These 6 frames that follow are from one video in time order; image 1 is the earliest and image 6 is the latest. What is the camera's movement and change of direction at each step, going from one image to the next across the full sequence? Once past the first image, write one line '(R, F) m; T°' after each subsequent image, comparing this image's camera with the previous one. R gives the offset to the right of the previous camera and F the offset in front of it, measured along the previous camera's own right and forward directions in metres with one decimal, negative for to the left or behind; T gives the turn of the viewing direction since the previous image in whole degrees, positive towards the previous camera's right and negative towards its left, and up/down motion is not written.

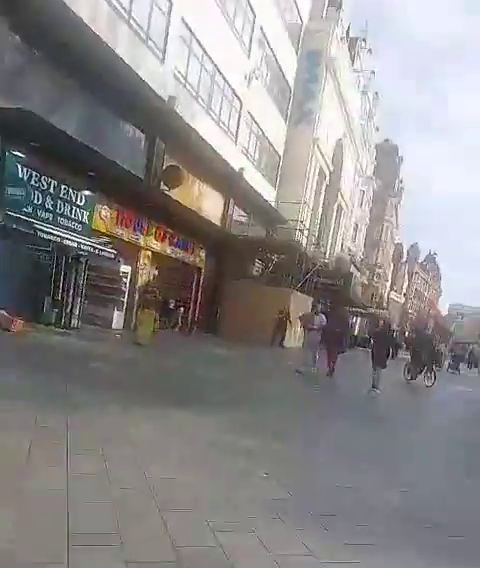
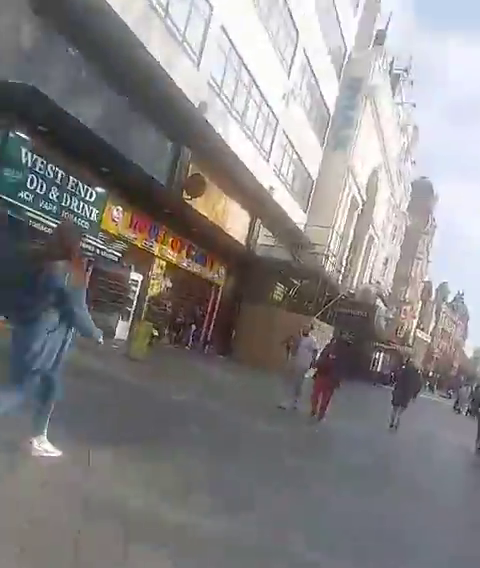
(-0.1, +1.5) m; -3°
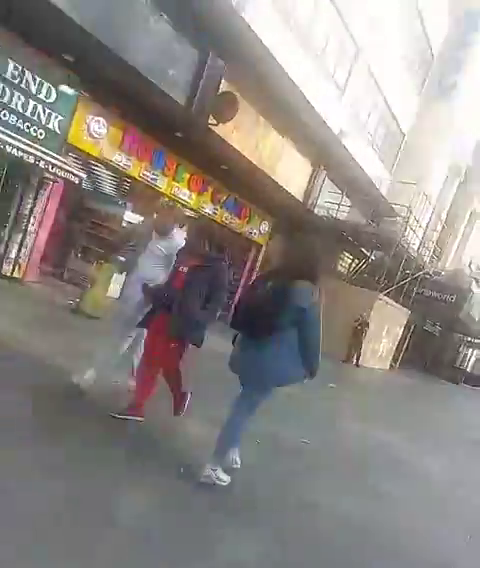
(-0.2, +3.3) m; -7°
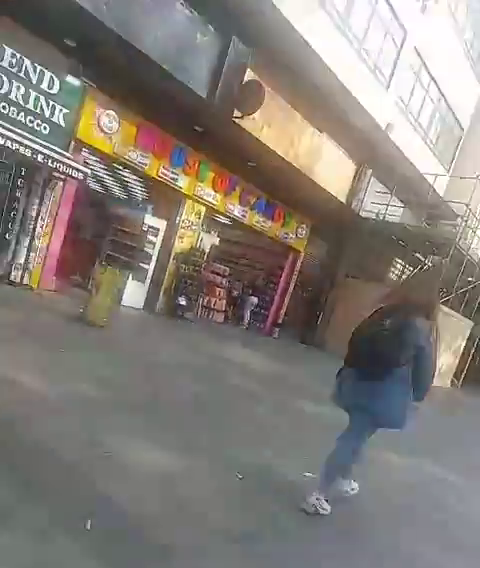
(0.0, +1.3) m; 0°
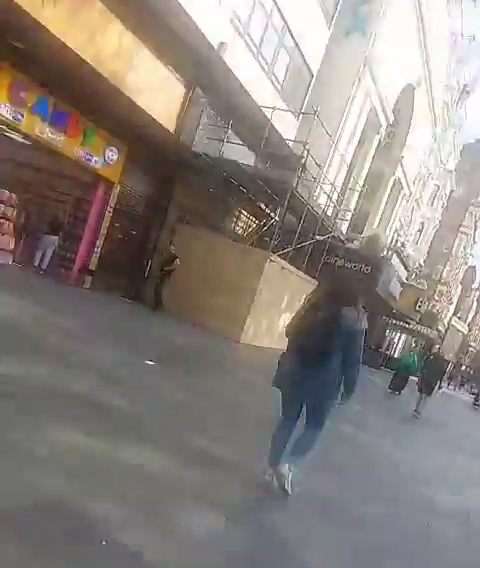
(+0.2, +2.9) m; +7°
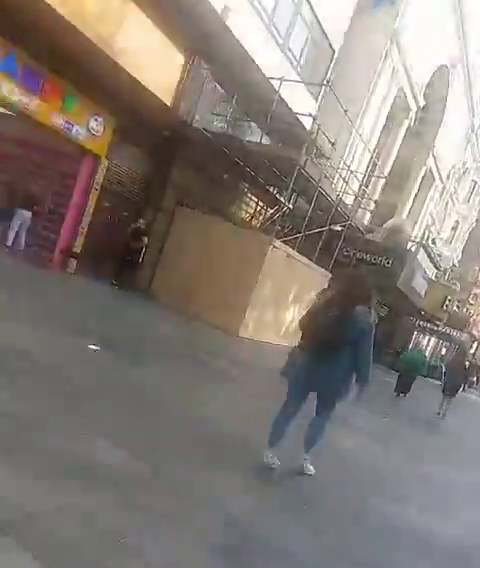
(+0.1, +1.3) m; +2°
